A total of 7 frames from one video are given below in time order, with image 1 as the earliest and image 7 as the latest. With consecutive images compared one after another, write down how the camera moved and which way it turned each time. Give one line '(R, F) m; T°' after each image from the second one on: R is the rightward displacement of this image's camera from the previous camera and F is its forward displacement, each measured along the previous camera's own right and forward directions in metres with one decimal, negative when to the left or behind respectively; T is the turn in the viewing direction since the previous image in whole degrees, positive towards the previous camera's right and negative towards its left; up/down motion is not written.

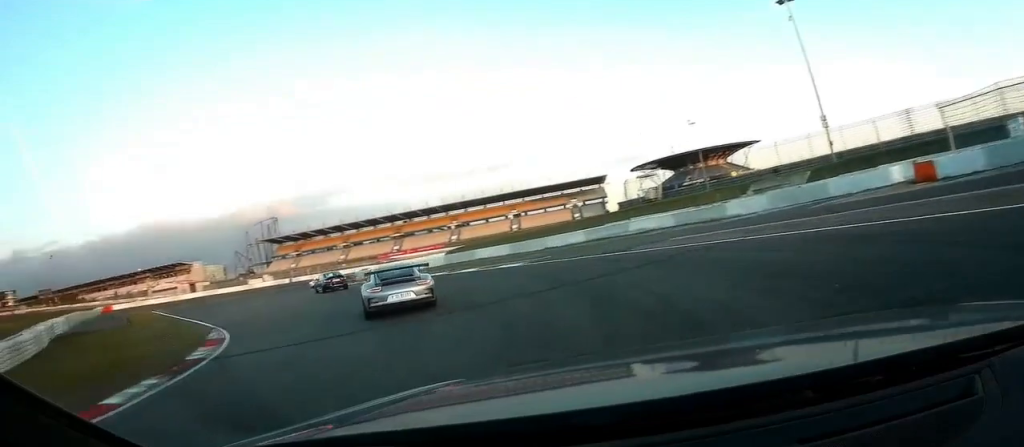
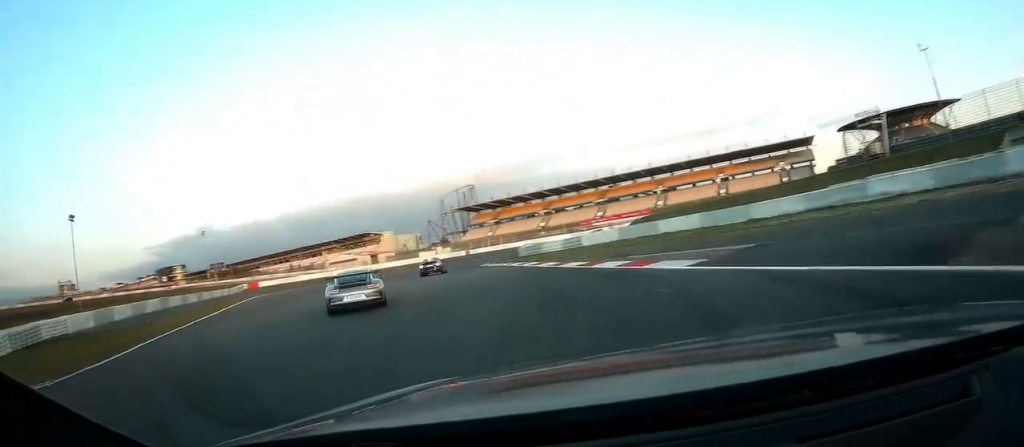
(-2.5, +14.4) m; -16°
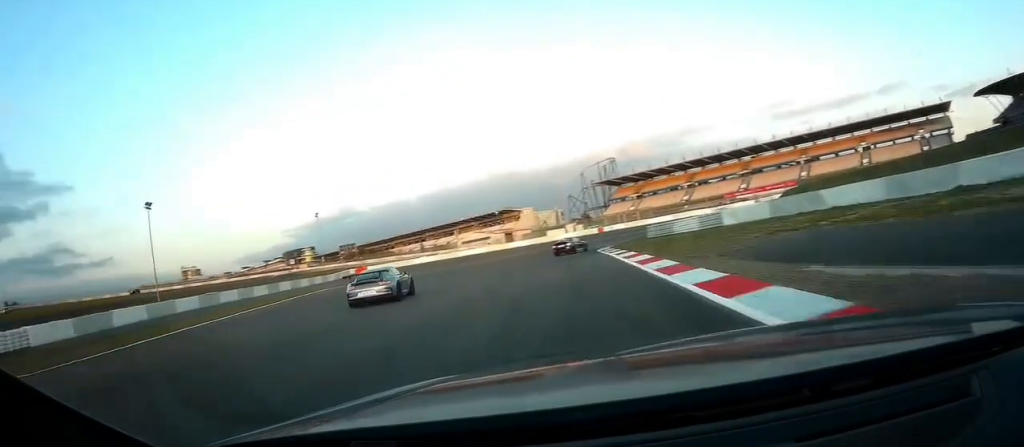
(-1.0, +11.3) m; -9°
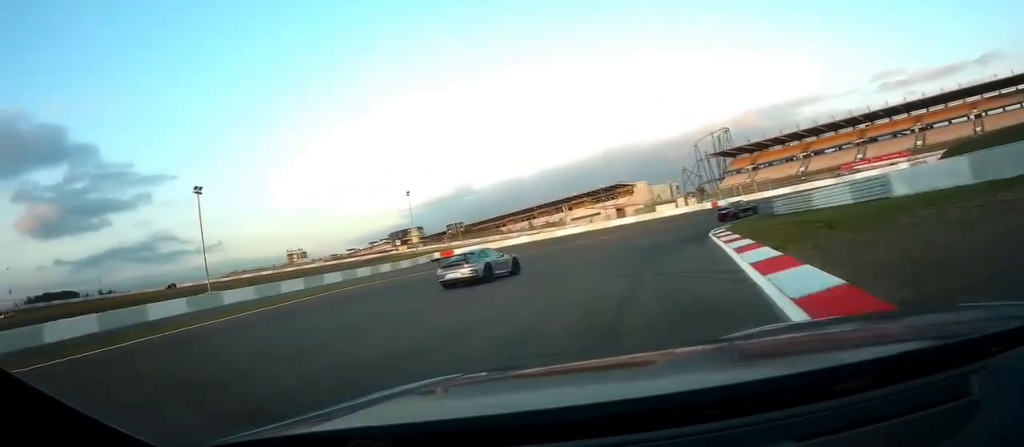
(-1.0, +11.5) m; -2°
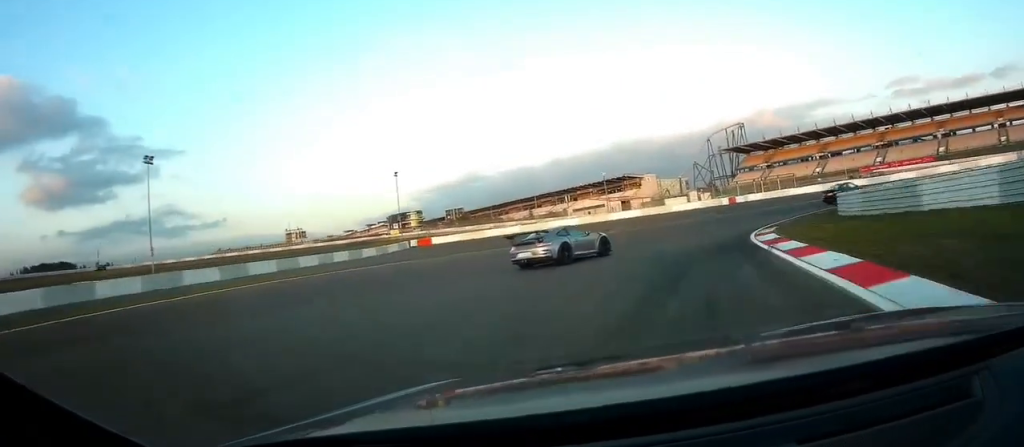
(-0.6, +10.2) m; -1°
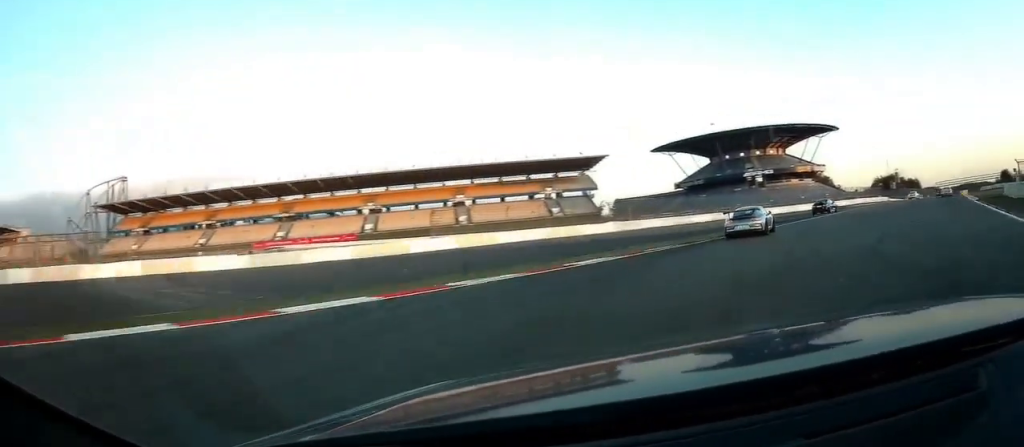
(+20.6, +43.1) m; +58°
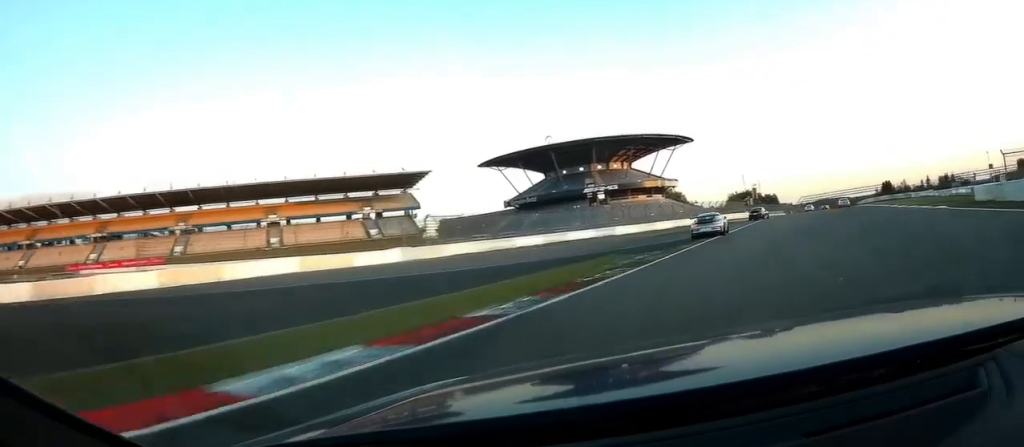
(+3.4, +18.2) m; +16°
